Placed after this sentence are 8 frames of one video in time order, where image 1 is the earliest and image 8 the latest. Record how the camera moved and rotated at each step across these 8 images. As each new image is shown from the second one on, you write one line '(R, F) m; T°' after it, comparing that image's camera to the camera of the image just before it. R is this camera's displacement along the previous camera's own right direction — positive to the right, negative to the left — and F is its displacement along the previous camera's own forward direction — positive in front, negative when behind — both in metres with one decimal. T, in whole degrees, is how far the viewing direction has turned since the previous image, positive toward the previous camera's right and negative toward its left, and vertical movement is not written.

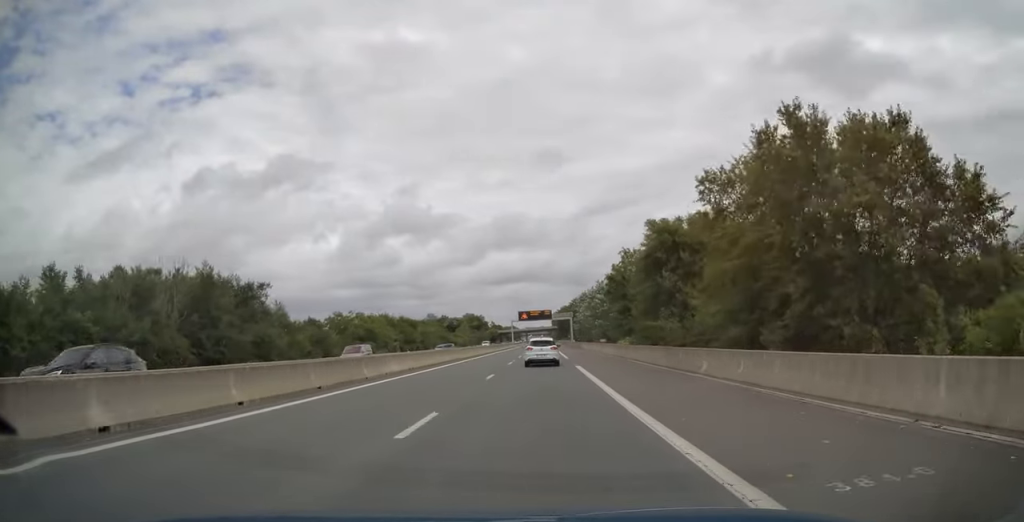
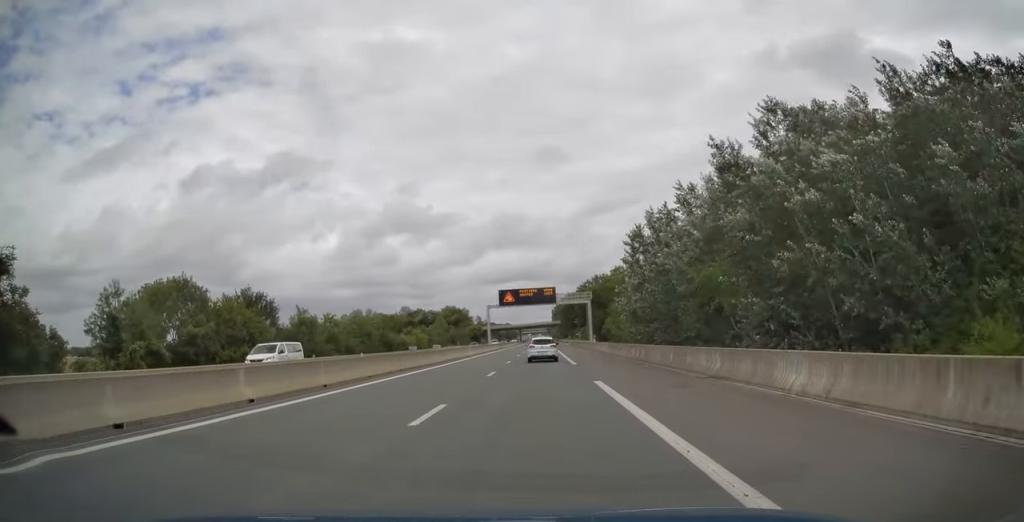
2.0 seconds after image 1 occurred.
(0.0, +64.3) m; +1°
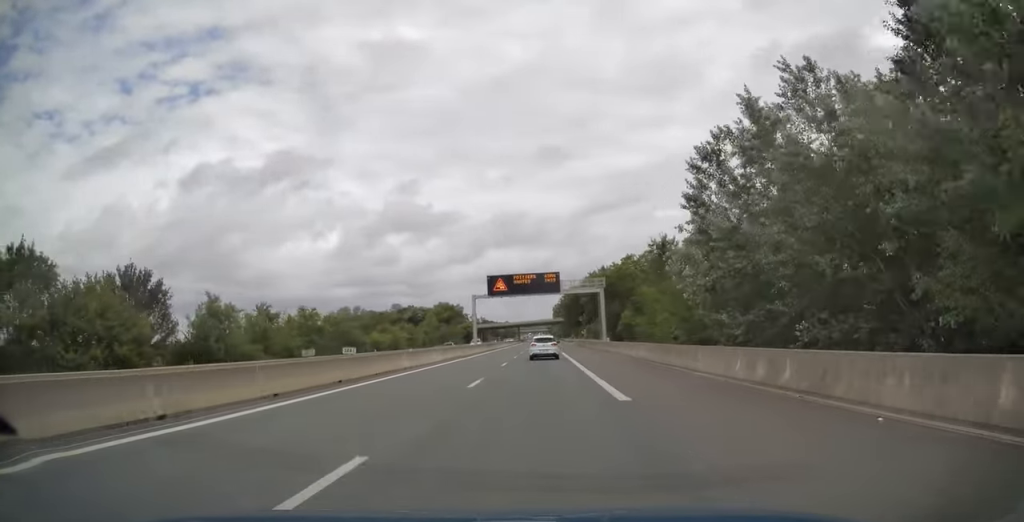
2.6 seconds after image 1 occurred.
(+0.1, +18.9) m; 0°
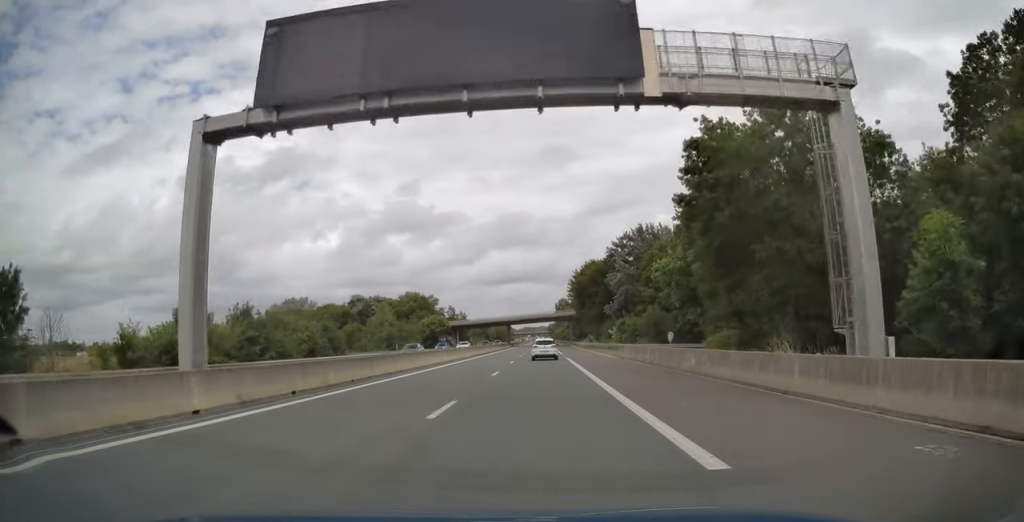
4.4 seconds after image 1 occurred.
(-0.6, +58.8) m; -1°
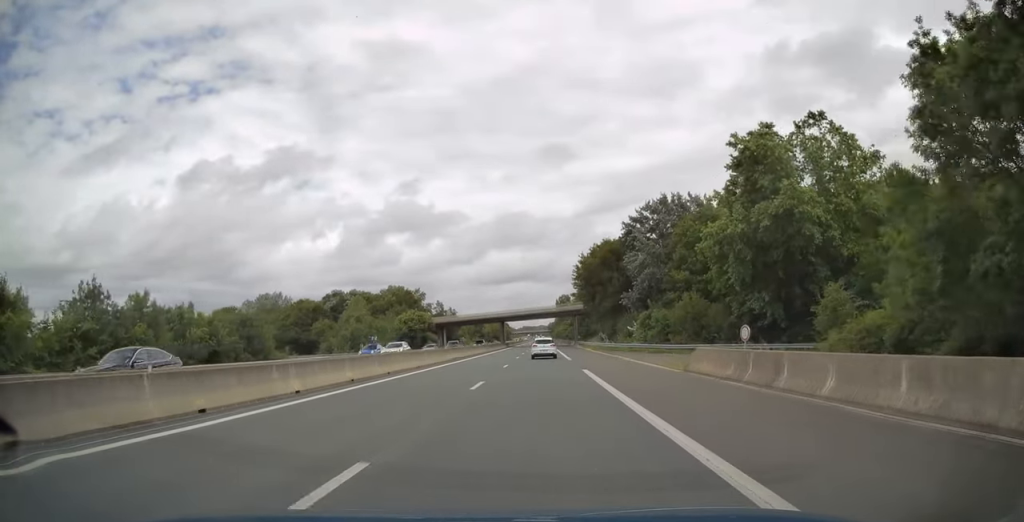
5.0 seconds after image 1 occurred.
(0.0, +20.0) m; 0°
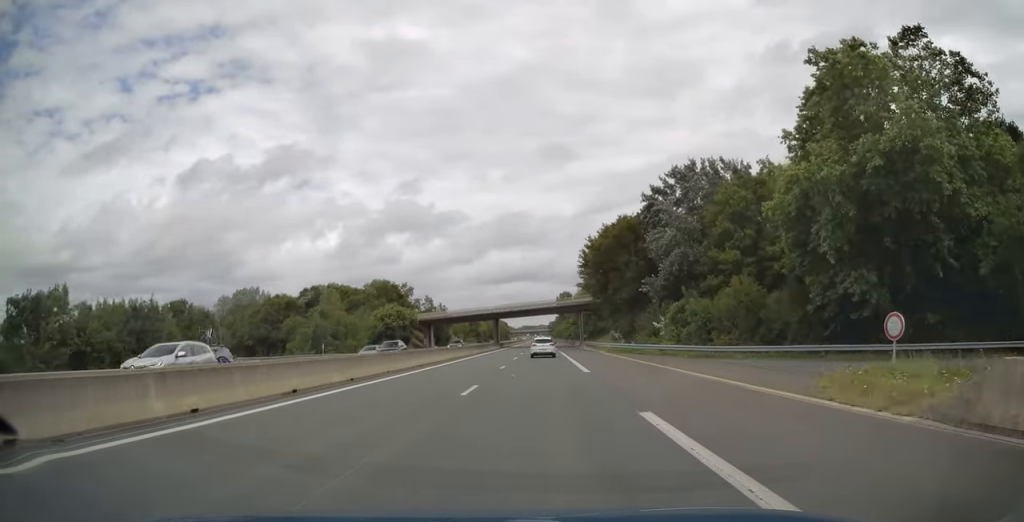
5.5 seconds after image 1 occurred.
(-0.1, +15.2) m; 0°
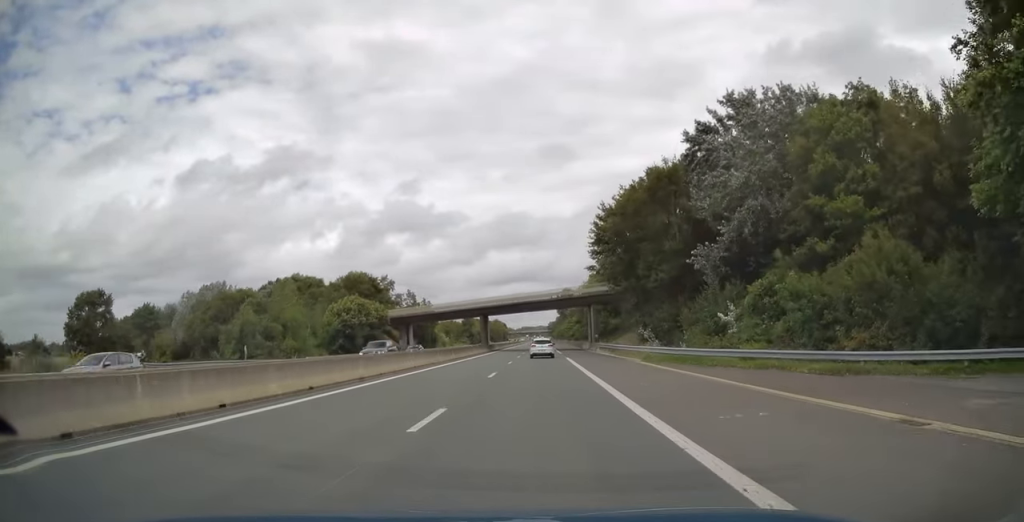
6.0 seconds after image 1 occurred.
(+0.2, +18.8) m; 0°
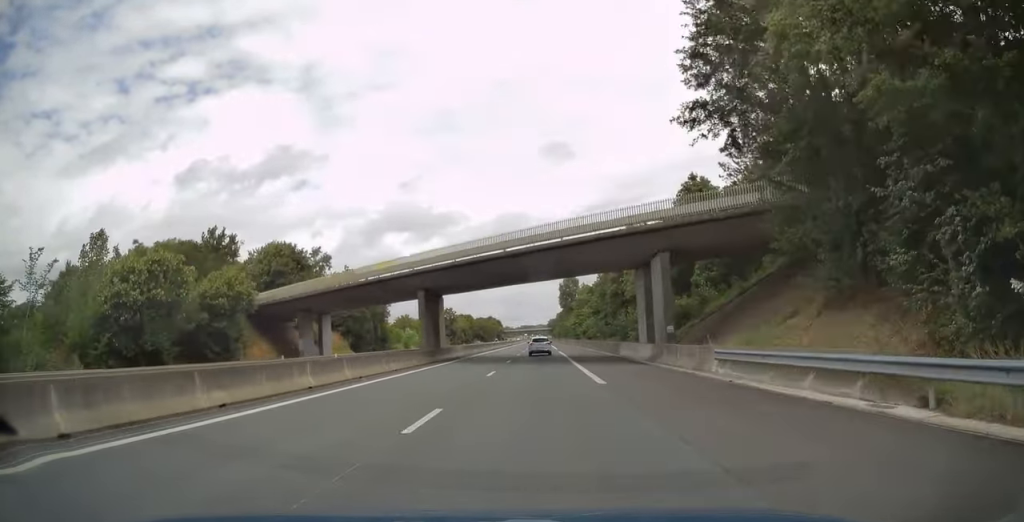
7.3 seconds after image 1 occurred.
(+0.1, +39.7) m; 0°
